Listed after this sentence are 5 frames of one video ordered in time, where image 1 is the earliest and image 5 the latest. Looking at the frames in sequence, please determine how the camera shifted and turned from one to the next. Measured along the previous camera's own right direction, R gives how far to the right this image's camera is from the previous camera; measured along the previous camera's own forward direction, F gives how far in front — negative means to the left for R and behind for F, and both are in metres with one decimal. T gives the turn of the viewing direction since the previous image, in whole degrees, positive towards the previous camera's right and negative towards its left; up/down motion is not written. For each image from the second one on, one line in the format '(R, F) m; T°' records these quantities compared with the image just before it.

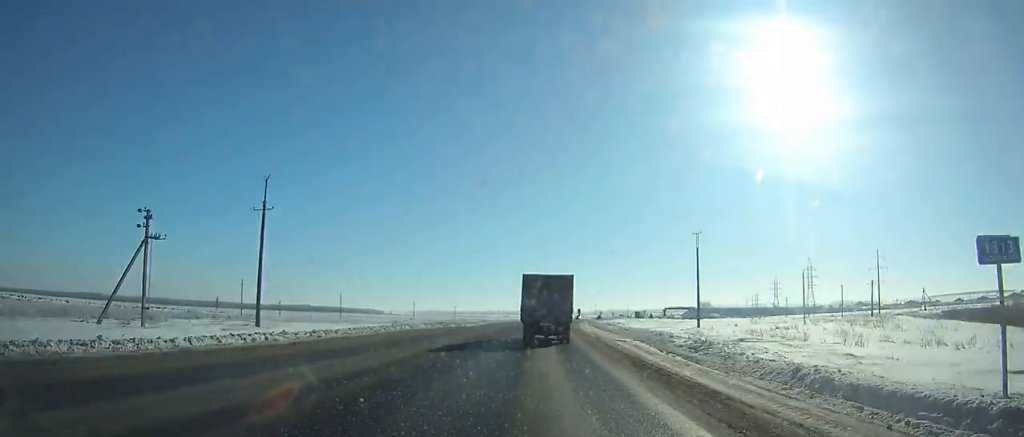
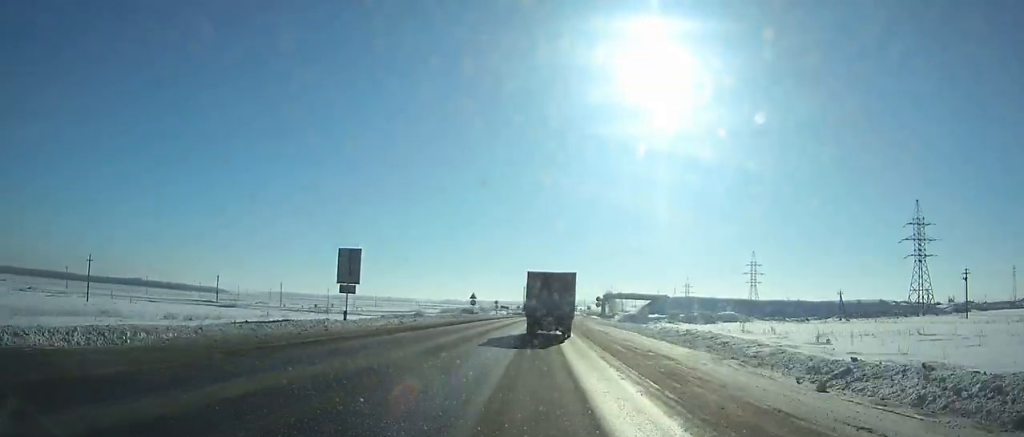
(+20.0, +184.8) m; +14°
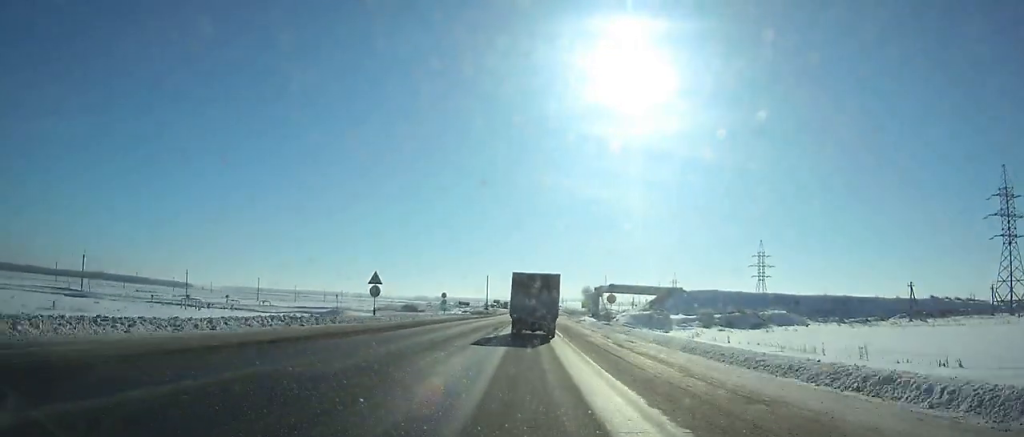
(+1.4, +42.9) m; +2°
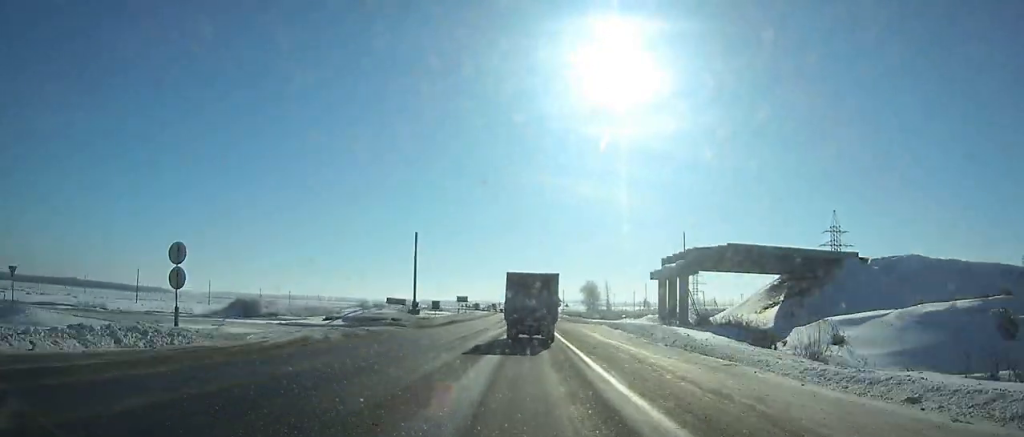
(+1.1, +68.0) m; +1°
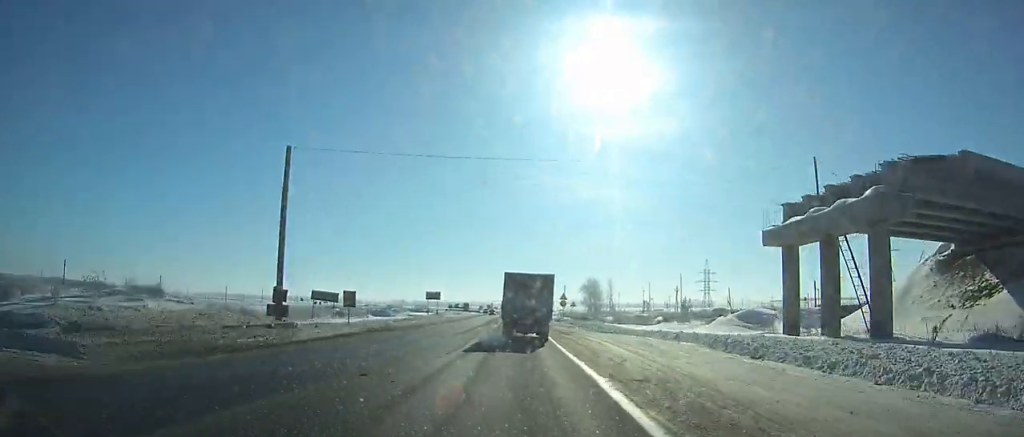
(+0.1, +28.4) m; 0°
